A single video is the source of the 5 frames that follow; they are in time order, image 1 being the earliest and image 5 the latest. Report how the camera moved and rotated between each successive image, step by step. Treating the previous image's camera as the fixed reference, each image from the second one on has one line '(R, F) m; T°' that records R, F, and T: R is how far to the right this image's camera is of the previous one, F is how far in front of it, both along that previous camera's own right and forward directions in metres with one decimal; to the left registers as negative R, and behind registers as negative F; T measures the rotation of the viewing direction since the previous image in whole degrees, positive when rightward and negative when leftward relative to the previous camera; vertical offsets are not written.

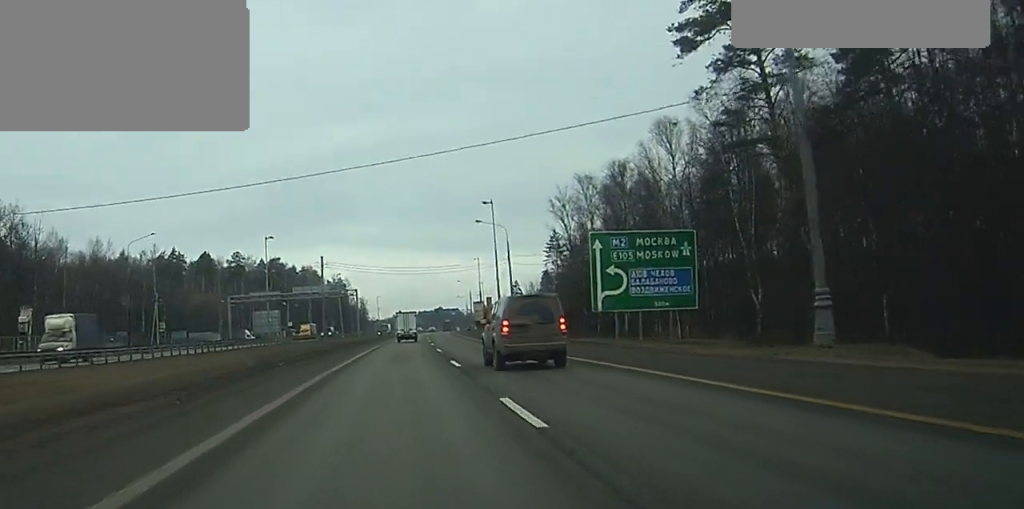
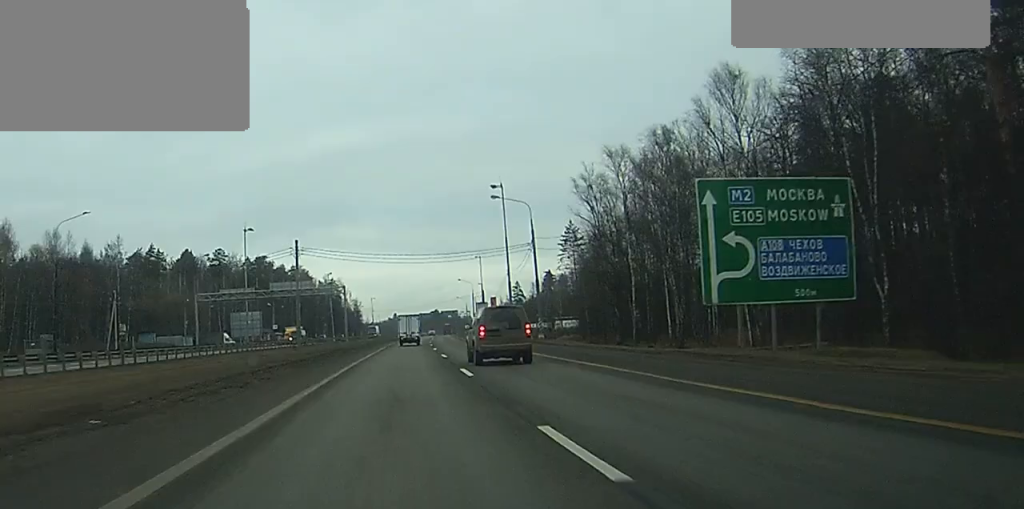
(0.0, +19.0) m; 0°
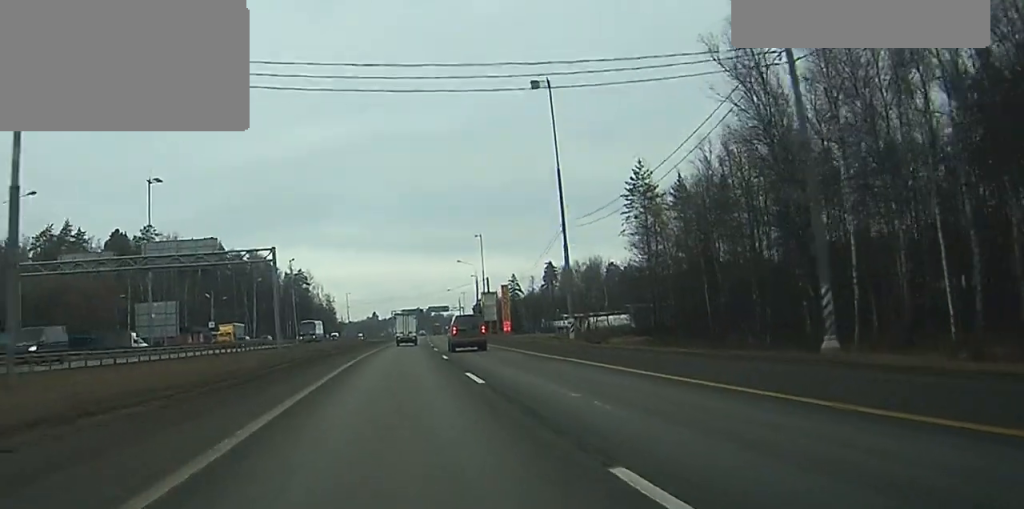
(+0.5, +48.5) m; 0°
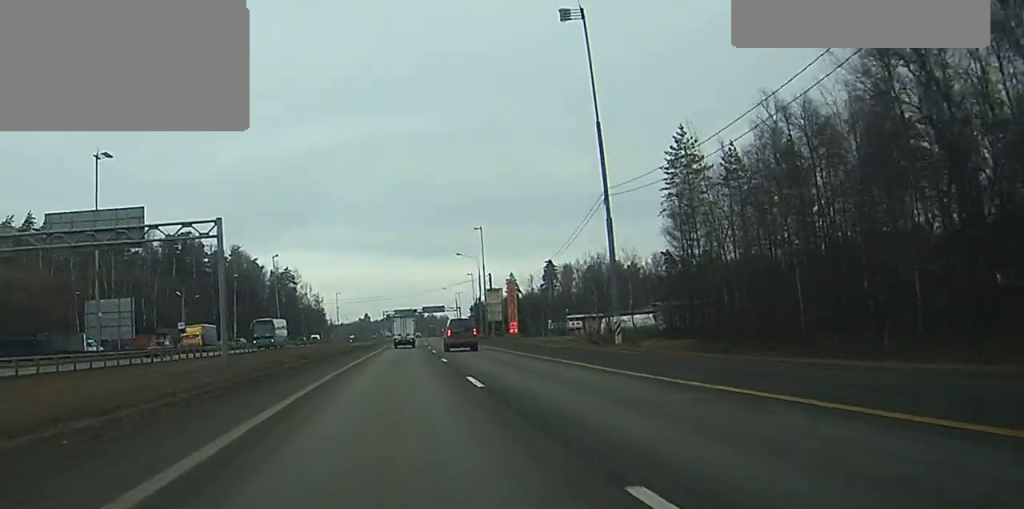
(-0.2, +15.0) m; +1°
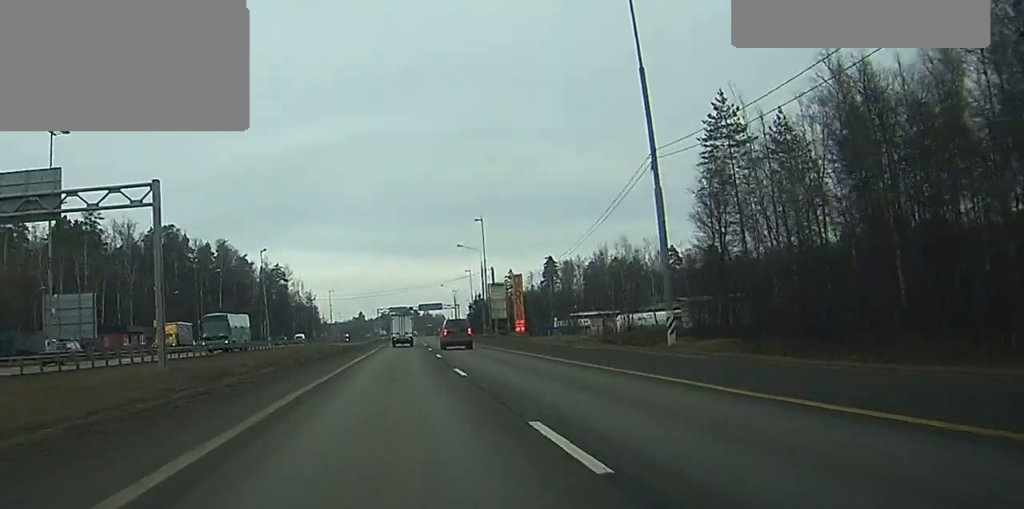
(-0.1, +9.9) m; +1°
